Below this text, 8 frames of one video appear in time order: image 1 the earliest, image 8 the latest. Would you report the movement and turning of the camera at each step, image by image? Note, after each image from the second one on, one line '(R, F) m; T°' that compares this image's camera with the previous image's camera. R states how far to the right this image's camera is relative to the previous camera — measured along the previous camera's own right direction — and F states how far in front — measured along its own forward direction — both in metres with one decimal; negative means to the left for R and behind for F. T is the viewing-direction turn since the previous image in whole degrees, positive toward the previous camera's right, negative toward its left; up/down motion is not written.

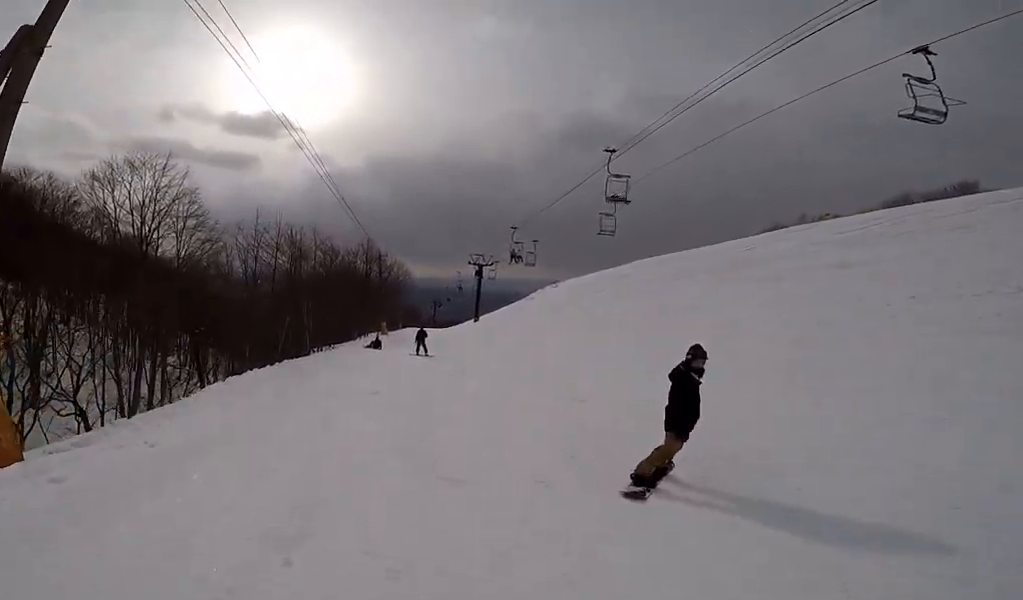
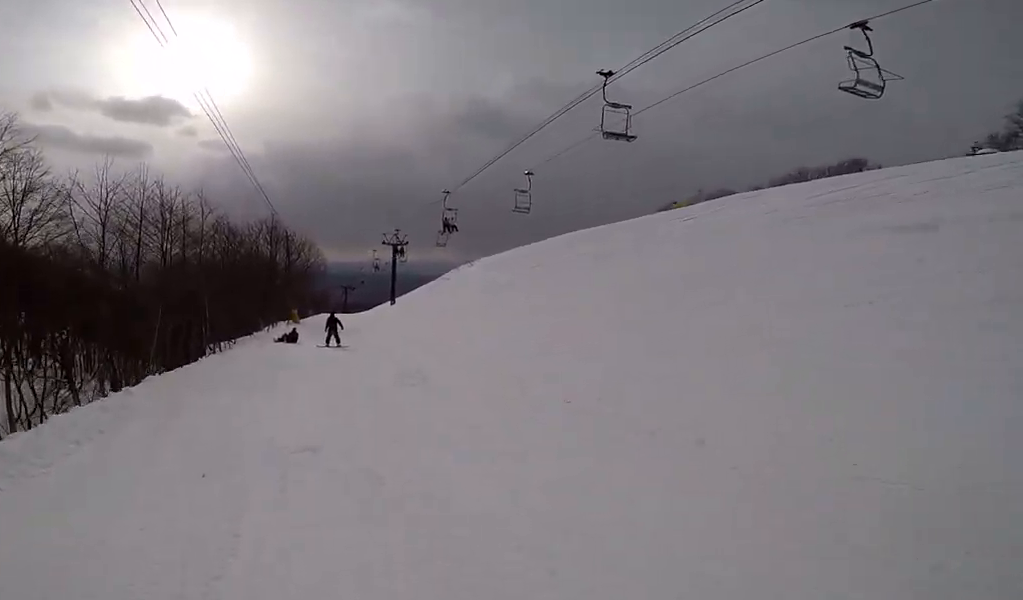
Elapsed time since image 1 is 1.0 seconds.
(+0.4, +5.3) m; +5°
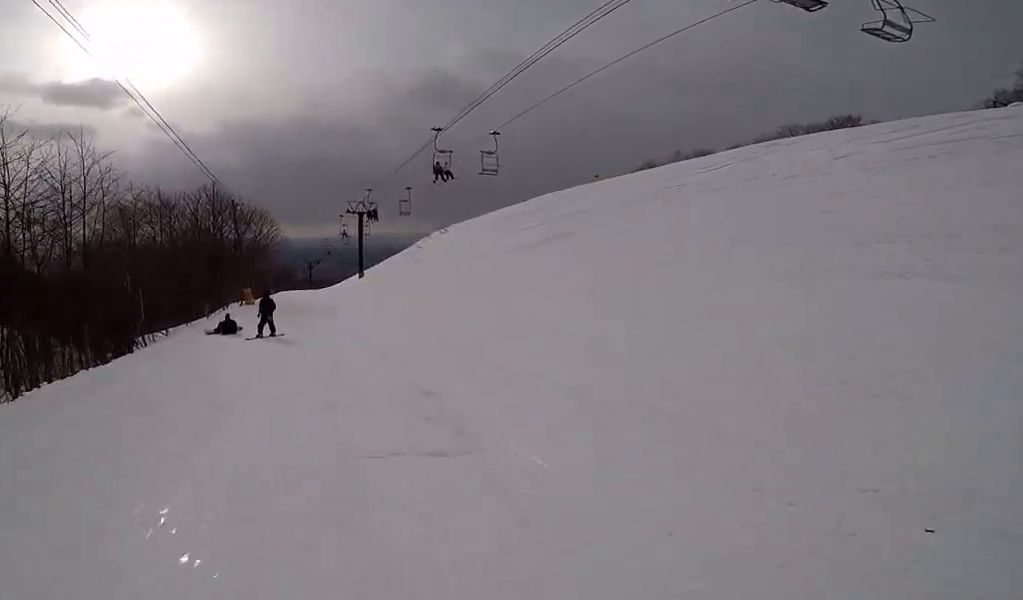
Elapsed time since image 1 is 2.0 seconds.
(0.0, +6.1) m; +3°
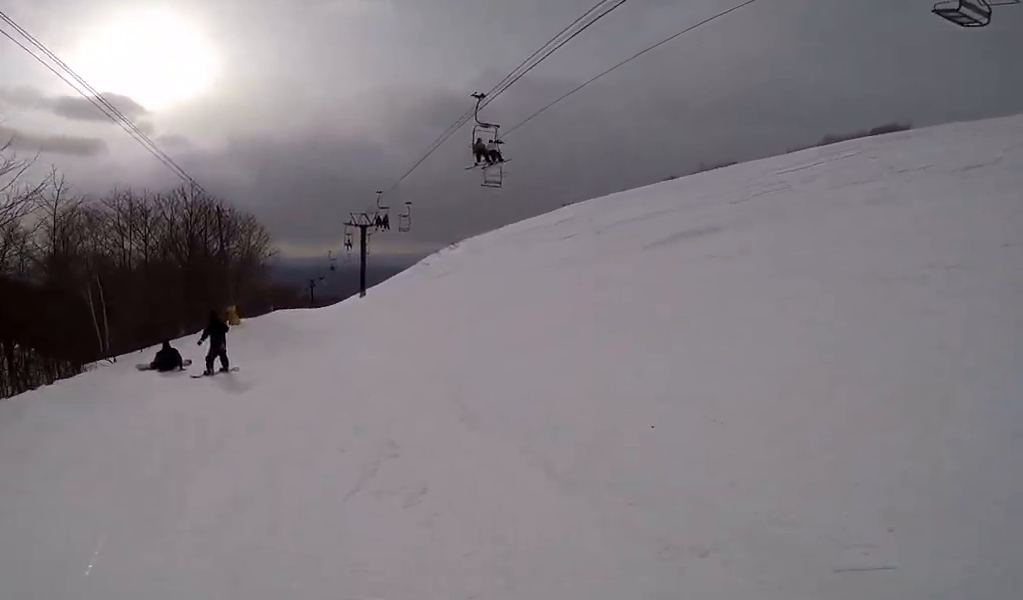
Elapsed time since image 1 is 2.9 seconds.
(+0.3, +5.7) m; -6°
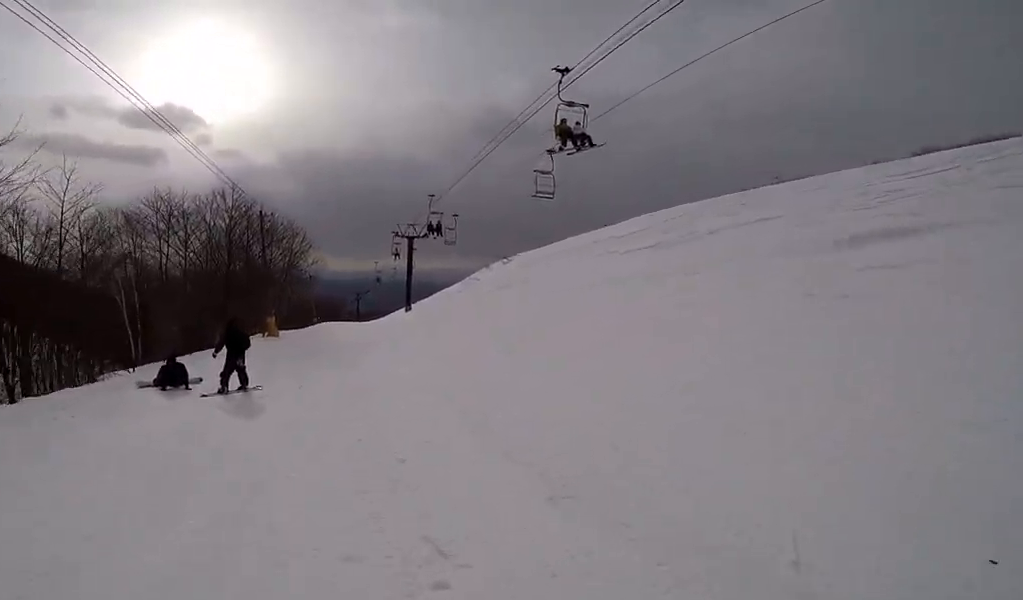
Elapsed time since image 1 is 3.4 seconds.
(+0.4, +2.6) m; -7°
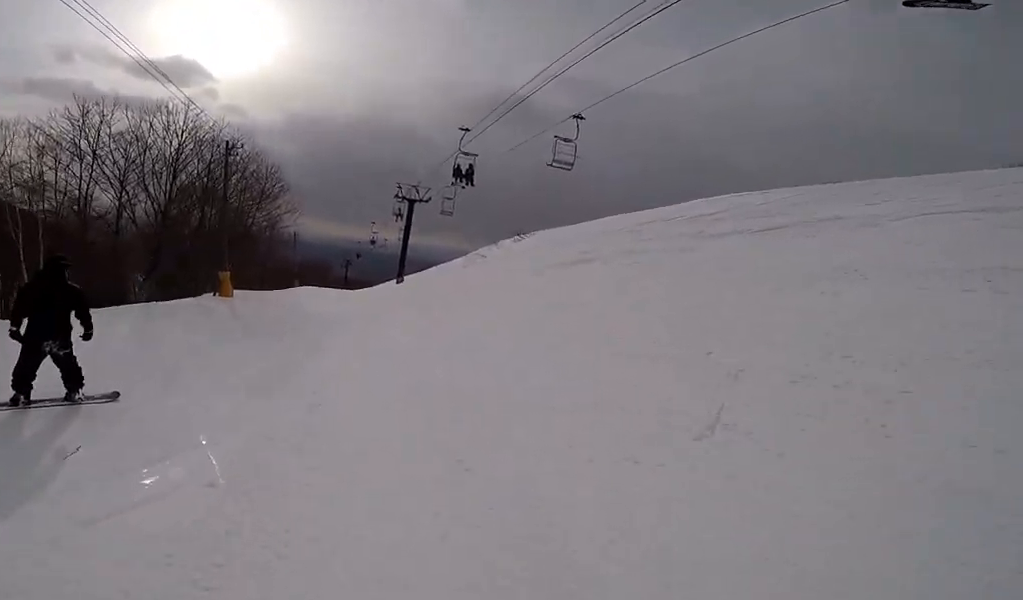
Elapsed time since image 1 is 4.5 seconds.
(-1.7, +6.7) m; -2°
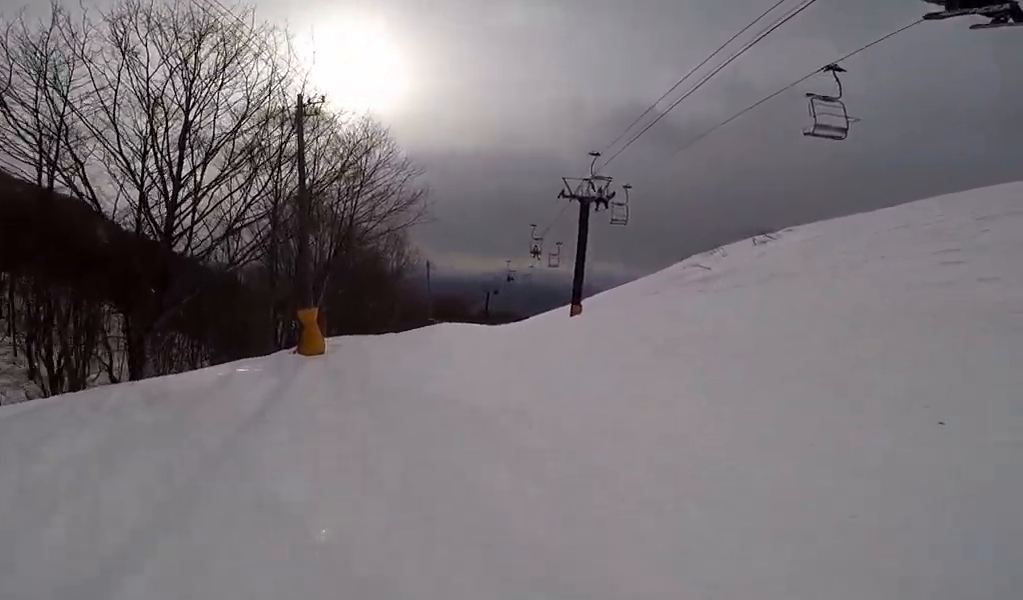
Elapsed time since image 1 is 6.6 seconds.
(-0.3, +11.7) m; -16°
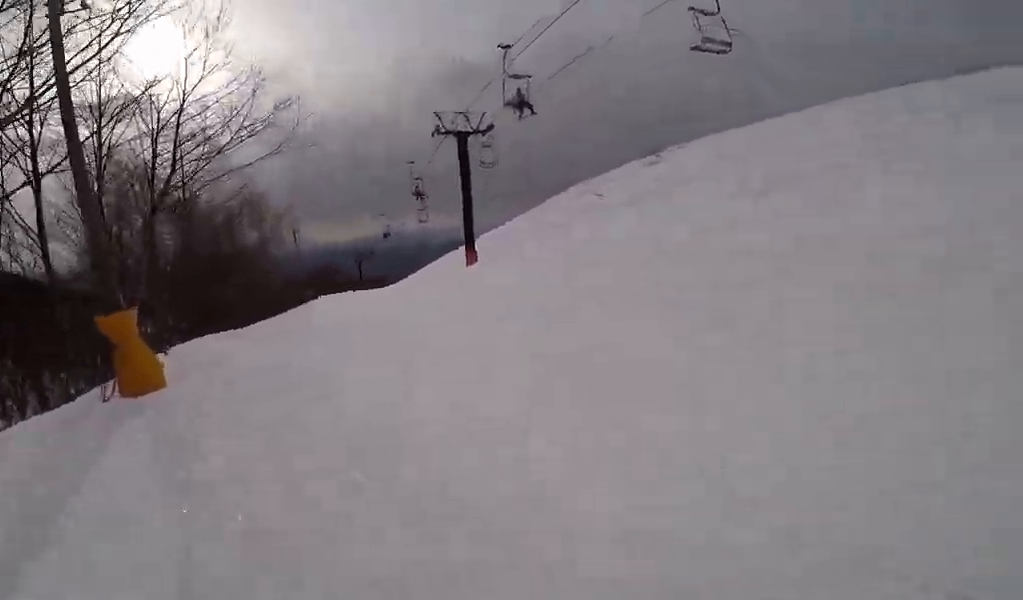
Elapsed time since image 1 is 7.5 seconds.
(0.0, +5.8) m; +17°
